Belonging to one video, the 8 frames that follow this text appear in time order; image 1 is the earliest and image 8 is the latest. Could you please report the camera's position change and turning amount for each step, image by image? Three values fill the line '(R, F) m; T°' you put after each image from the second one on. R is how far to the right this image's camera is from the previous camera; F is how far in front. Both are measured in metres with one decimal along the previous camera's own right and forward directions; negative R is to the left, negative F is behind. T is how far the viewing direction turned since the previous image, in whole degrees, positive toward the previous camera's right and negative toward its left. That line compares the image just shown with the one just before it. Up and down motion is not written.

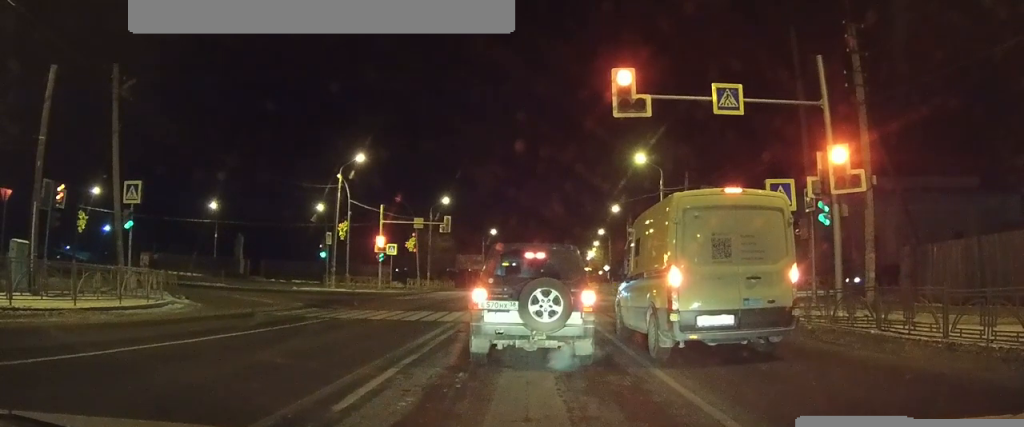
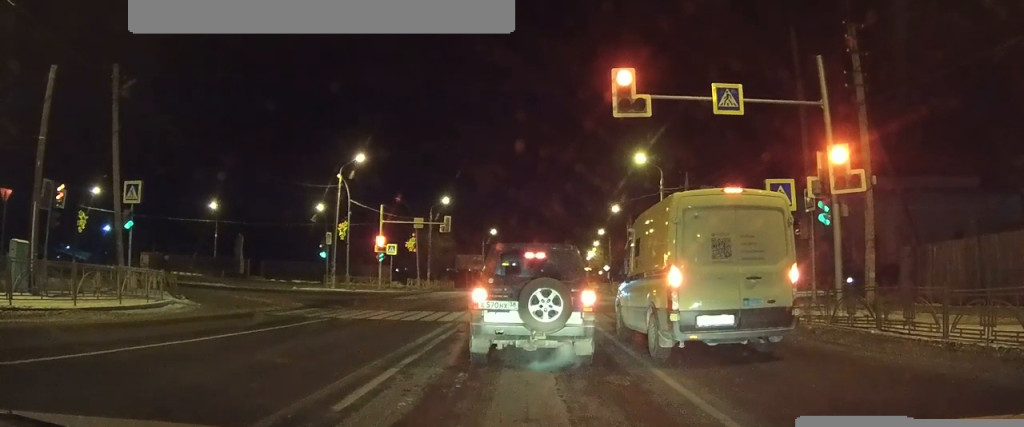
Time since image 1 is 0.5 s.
(-0.1, -0.1) m; 0°
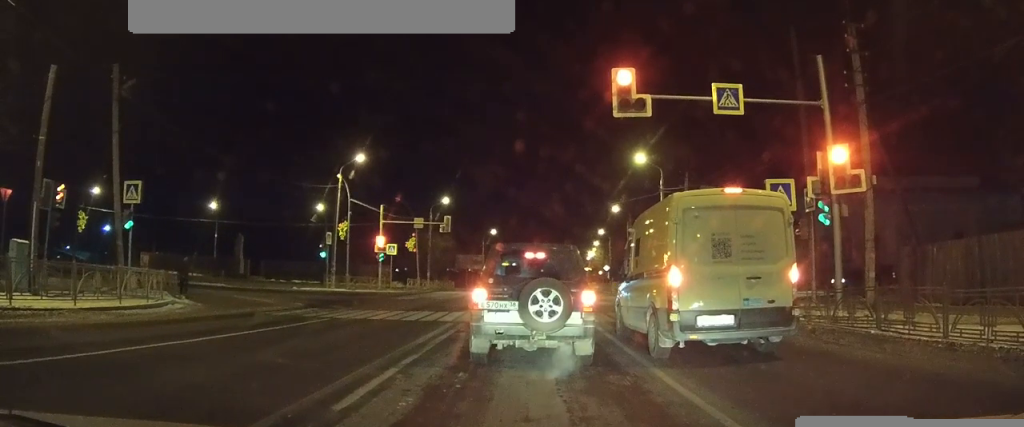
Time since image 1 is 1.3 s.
(0.0, 0.0) m; 0°
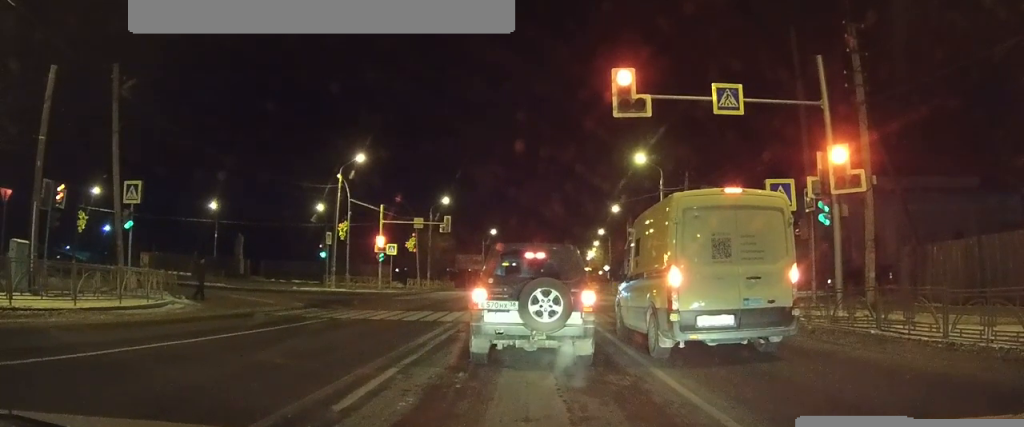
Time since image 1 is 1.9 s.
(0.0, 0.0) m; 0°
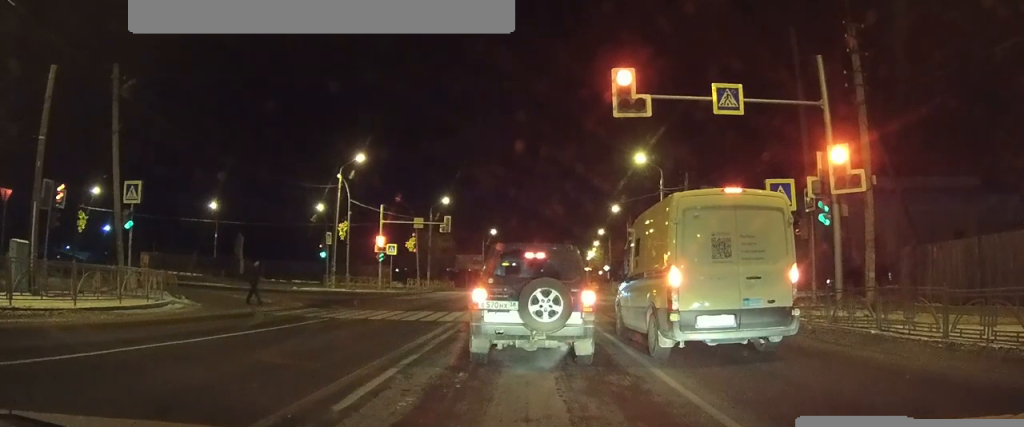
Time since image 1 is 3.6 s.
(0.0, 0.0) m; 0°
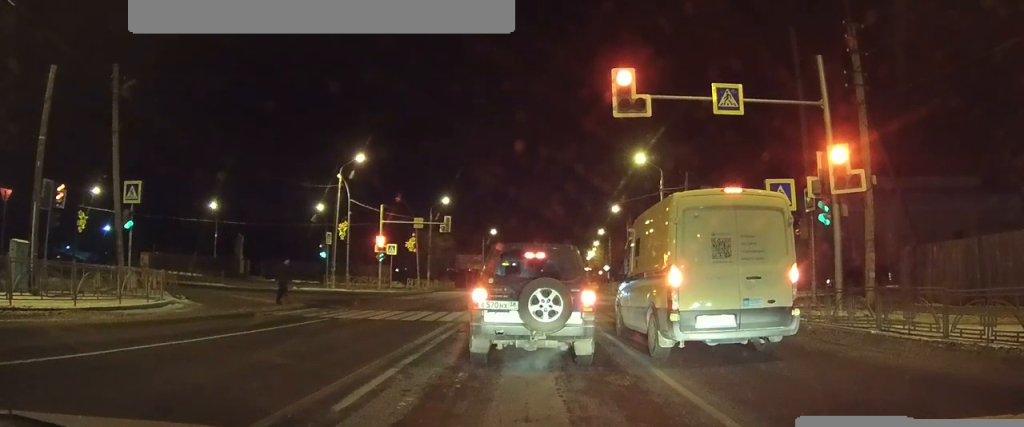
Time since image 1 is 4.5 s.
(0.0, 0.0) m; 0°
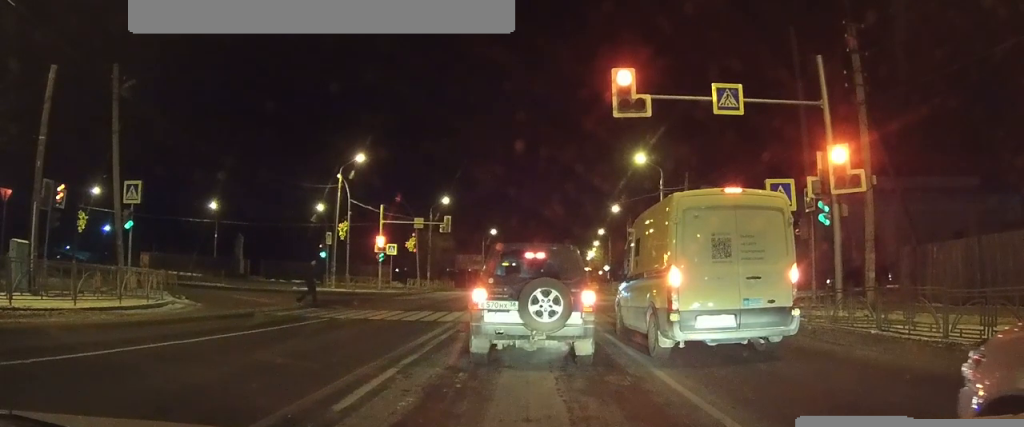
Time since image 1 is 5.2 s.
(0.0, 0.0) m; 0°
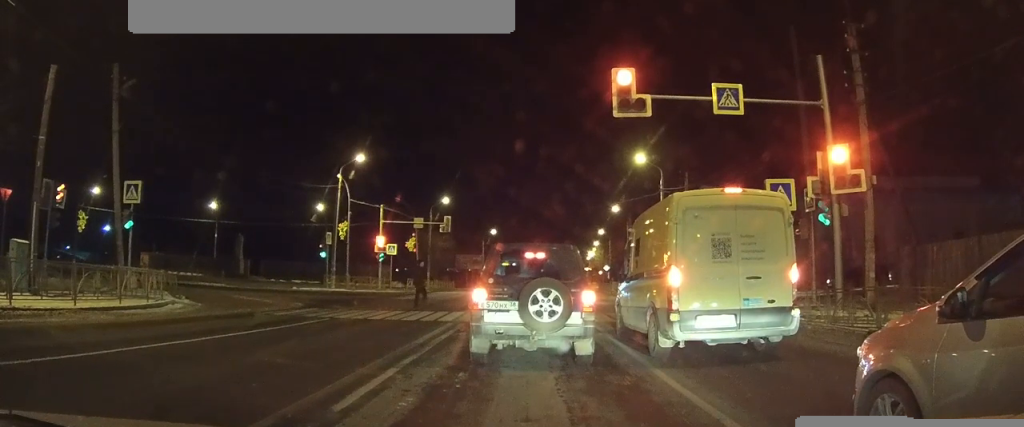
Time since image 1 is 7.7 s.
(0.0, 0.0) m; 0°
